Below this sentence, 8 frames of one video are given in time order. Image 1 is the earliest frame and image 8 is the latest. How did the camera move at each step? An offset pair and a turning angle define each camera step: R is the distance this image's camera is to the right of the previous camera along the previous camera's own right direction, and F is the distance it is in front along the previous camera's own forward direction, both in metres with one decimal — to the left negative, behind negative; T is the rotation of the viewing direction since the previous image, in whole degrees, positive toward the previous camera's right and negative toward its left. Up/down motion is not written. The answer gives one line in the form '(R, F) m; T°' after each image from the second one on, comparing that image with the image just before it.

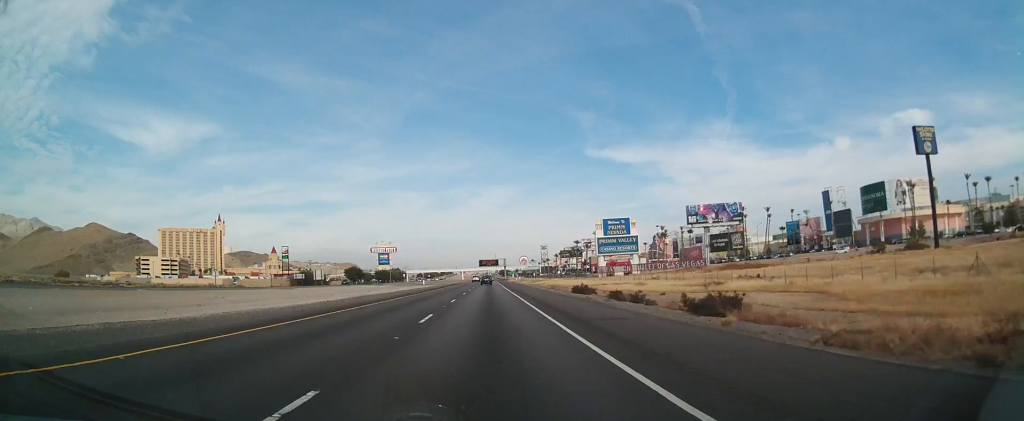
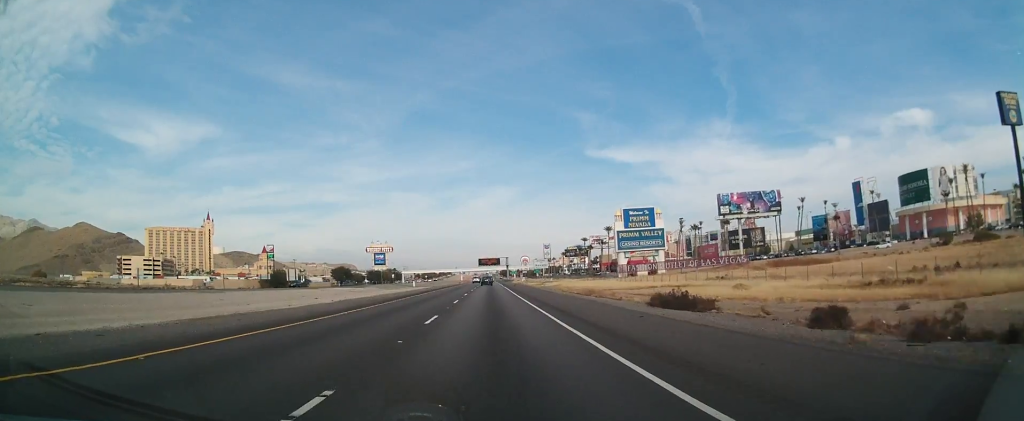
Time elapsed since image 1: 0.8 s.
(-0.1, +29.1) m; 0°
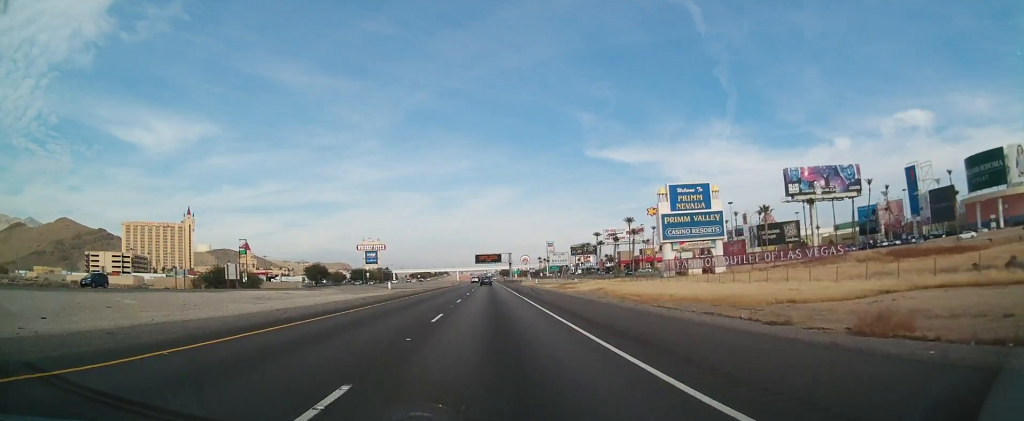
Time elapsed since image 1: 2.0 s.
(0.0, +43.4) m; 0°
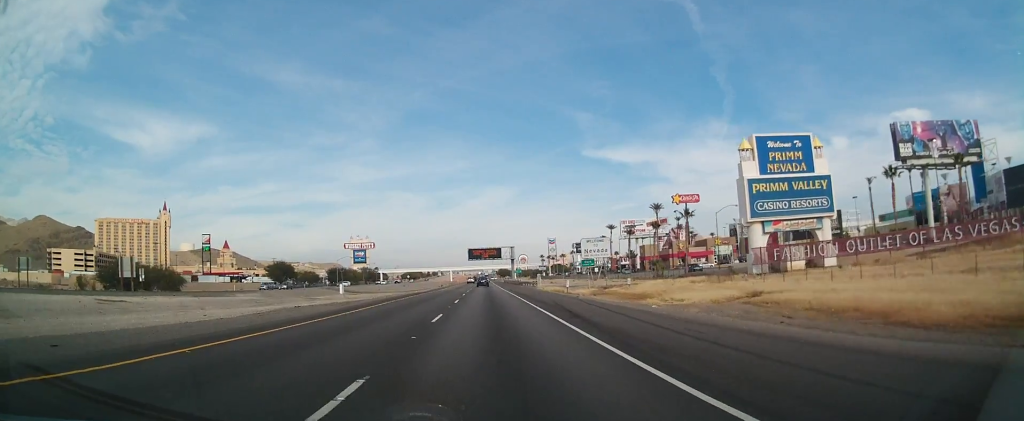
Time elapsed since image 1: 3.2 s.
(-0.5, +43.3) m; 0°
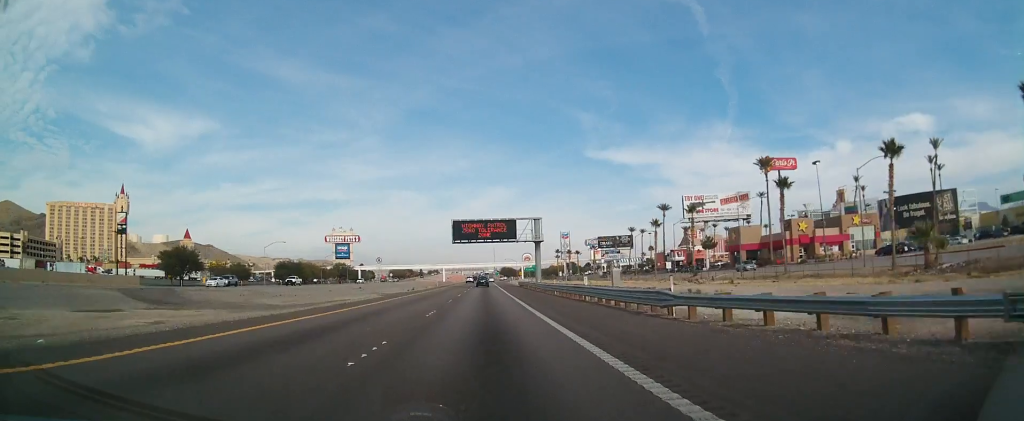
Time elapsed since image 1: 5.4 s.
(+1.5, +77.9) m; +1°
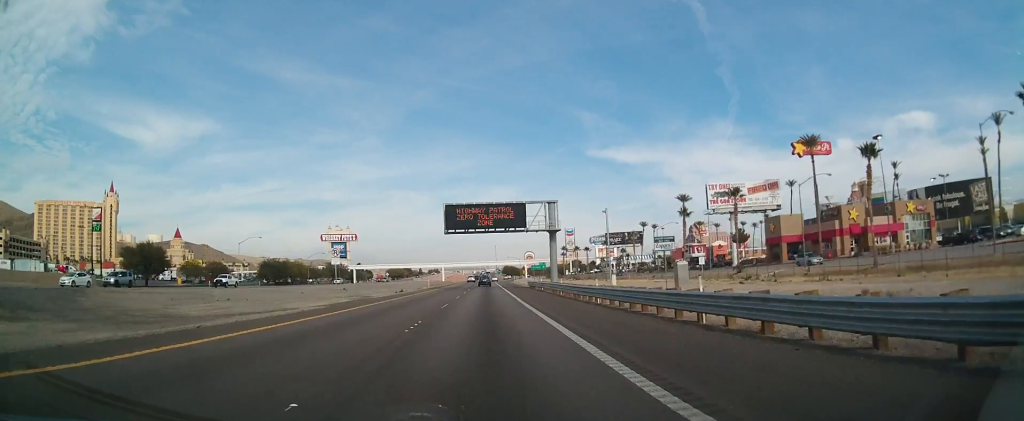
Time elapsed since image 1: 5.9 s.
(-0.1, +18.0) m; 0°
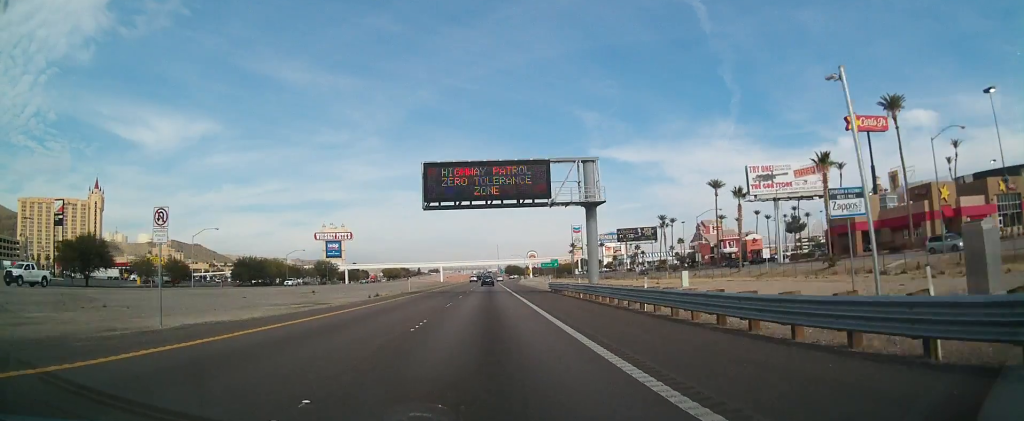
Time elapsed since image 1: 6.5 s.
(-0.1, +23.9) m; 0°
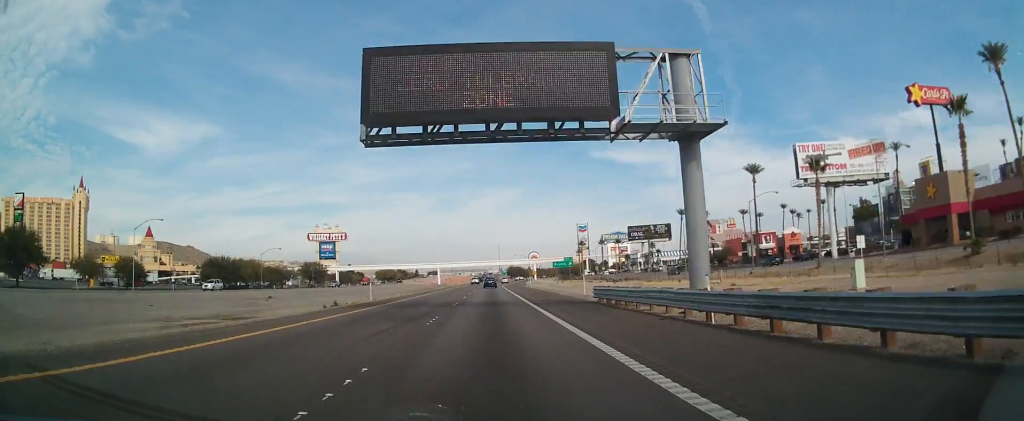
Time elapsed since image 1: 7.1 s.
(-0.1, +21.6) m; 0°
